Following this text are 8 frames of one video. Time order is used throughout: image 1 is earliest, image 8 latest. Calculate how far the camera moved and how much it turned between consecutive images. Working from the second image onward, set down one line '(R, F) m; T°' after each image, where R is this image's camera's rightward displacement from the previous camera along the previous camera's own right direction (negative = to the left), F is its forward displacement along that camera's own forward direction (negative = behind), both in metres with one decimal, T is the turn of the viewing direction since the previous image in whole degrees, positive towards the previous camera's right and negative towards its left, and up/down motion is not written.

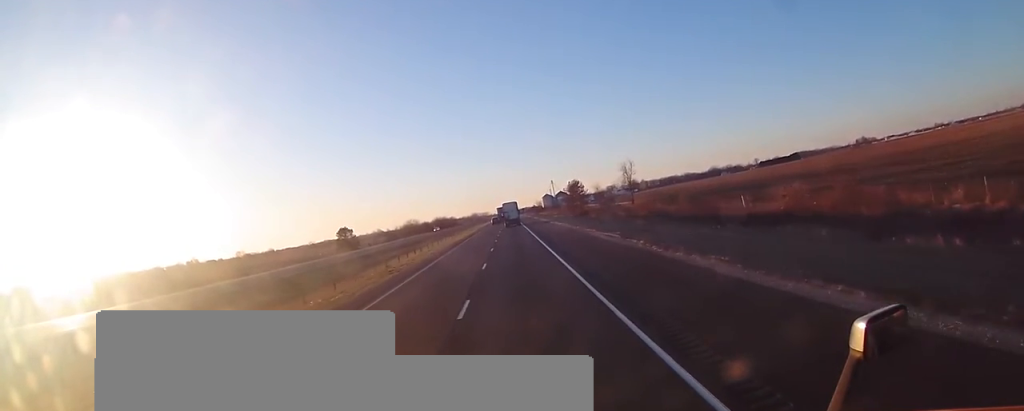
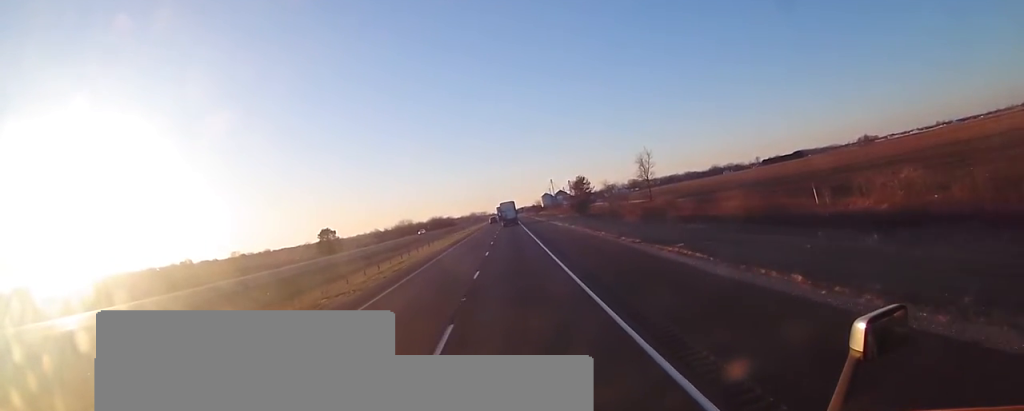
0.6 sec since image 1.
(+0.2, +16.2) m; 0°
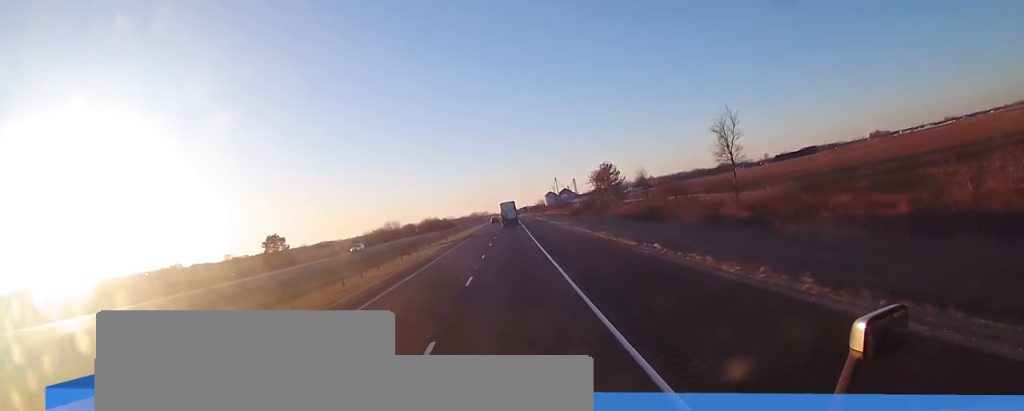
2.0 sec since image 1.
(-0.3, +38.1) m; 0°
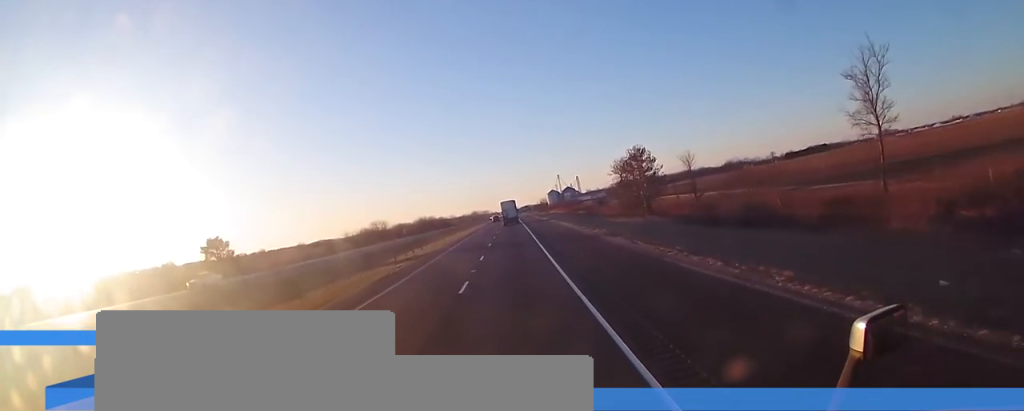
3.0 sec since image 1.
(+0.4, +27.2) m; +1°
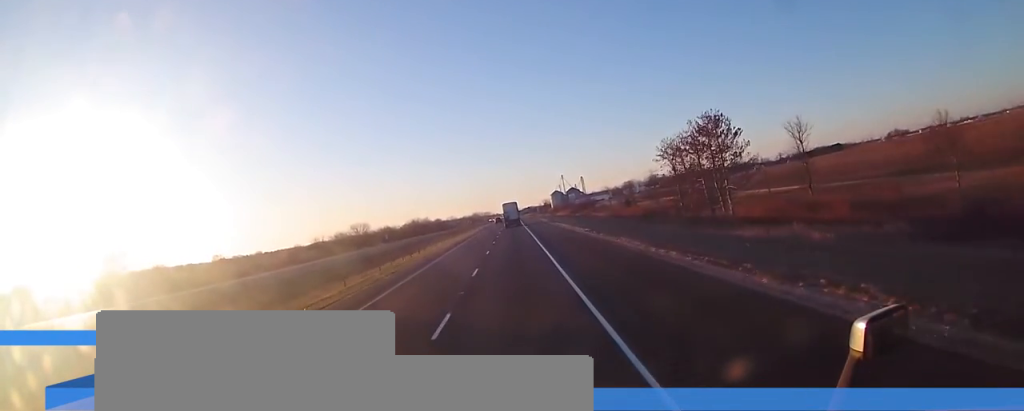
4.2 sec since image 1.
(-0.2, +31.2) m; -1°
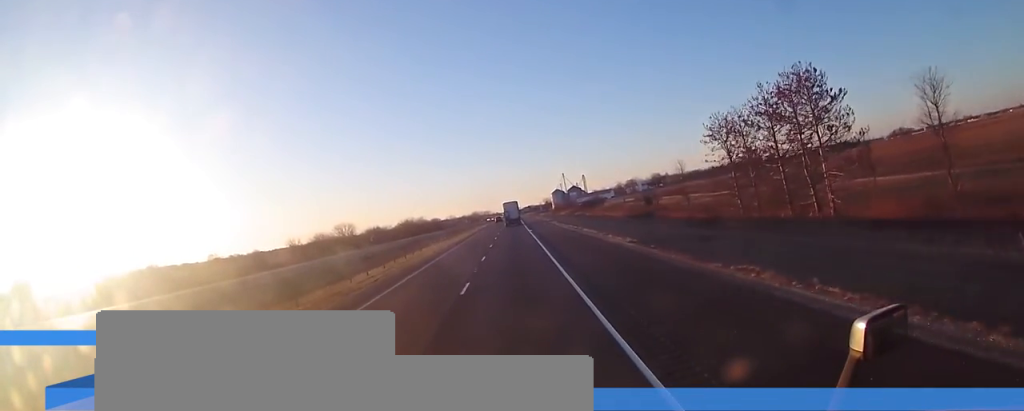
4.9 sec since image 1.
(-0.3, +17.3) m; -1°
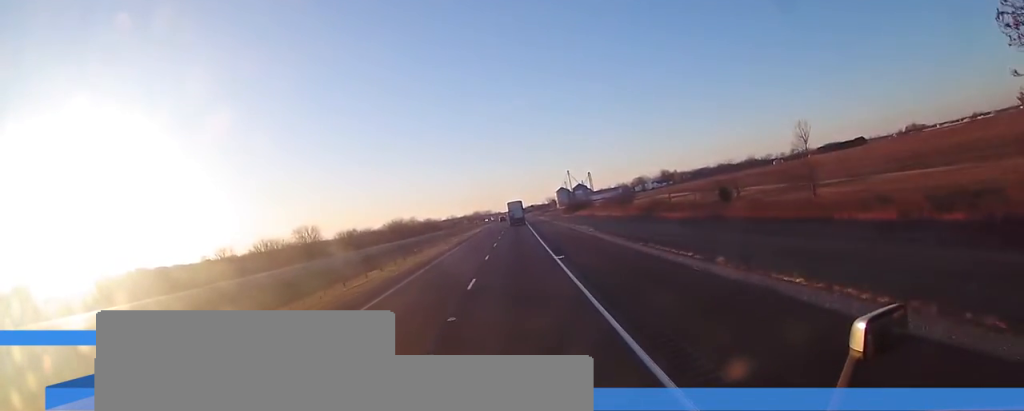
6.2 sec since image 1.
(+0.4, +36.1) m; +1°
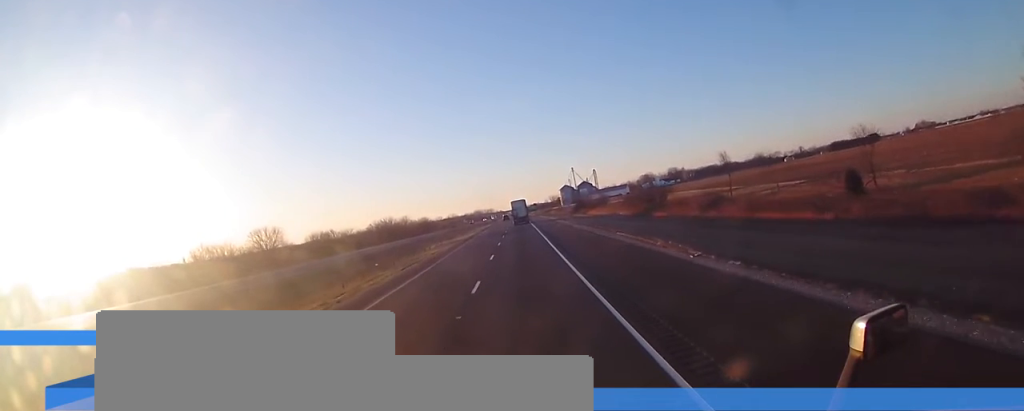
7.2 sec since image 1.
(+0.2, +25.9) m; 0°
